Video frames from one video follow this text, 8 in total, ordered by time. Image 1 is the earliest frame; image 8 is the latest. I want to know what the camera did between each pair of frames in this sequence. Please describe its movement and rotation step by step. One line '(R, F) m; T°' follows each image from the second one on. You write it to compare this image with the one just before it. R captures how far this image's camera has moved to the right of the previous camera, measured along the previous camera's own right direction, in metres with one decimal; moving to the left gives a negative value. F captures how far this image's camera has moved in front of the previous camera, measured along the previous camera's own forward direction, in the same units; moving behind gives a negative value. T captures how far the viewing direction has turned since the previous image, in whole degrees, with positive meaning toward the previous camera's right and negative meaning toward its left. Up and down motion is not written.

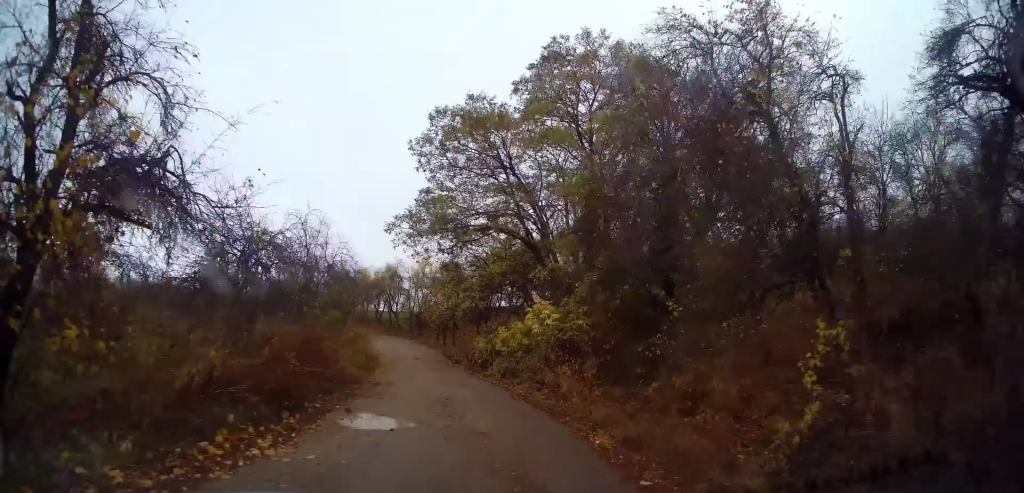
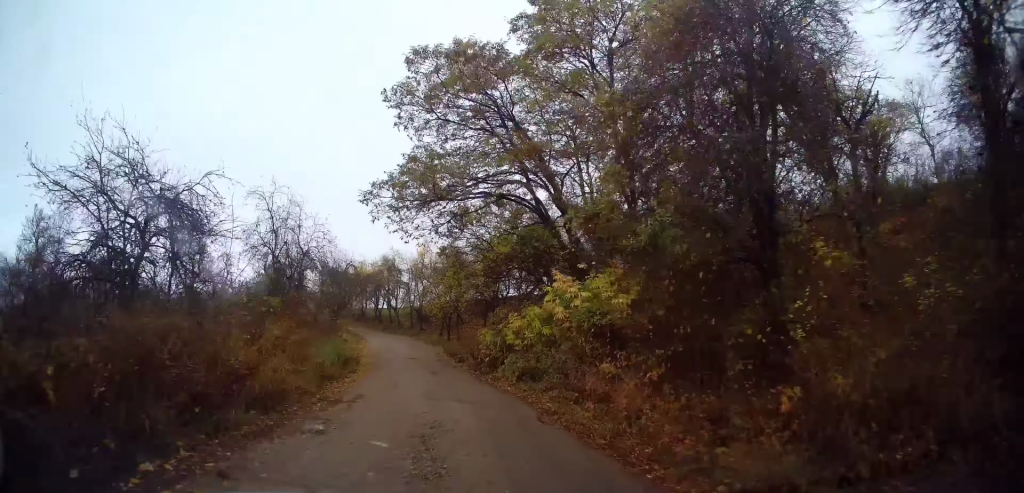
(+0.1, +4.7) m; -1°
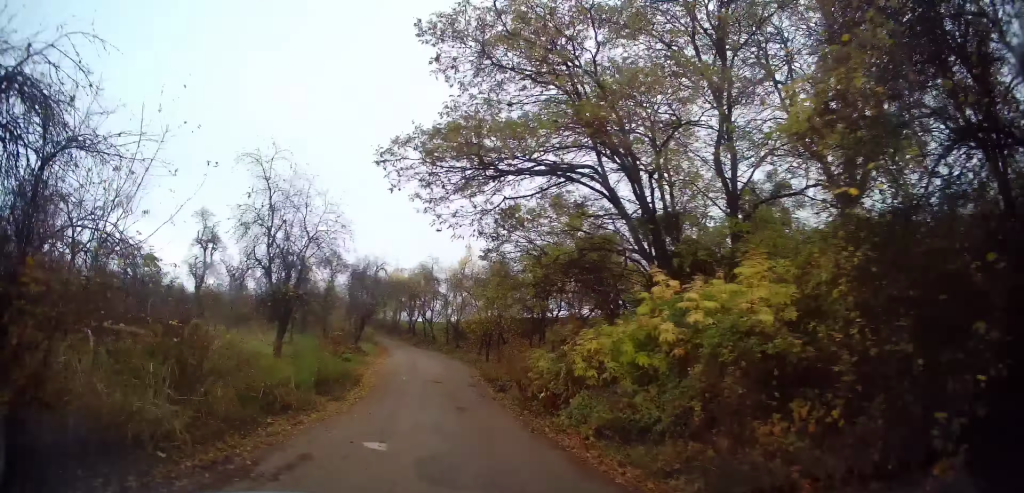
(-0.2, +5.6) m; -3°
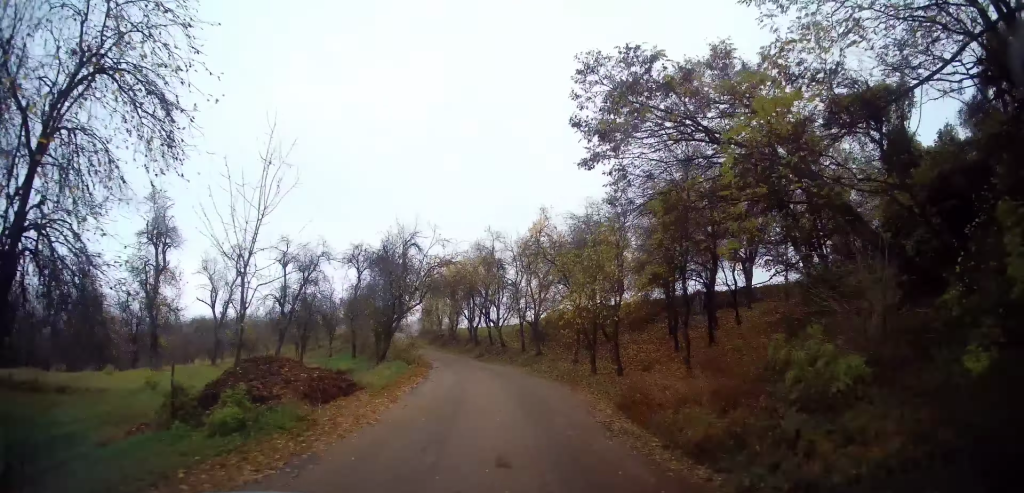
(-0.5, +14.8) m; -2°
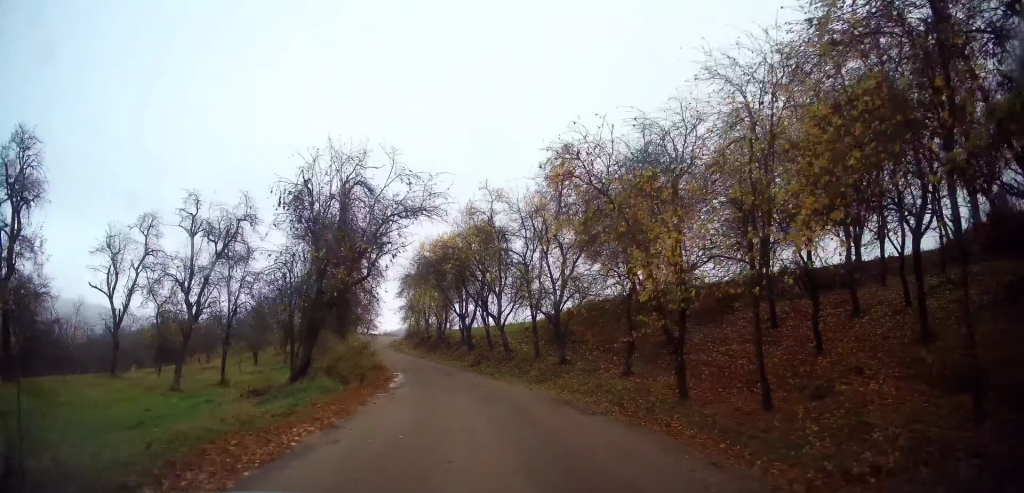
(+0.1, +9.9) m; -3°
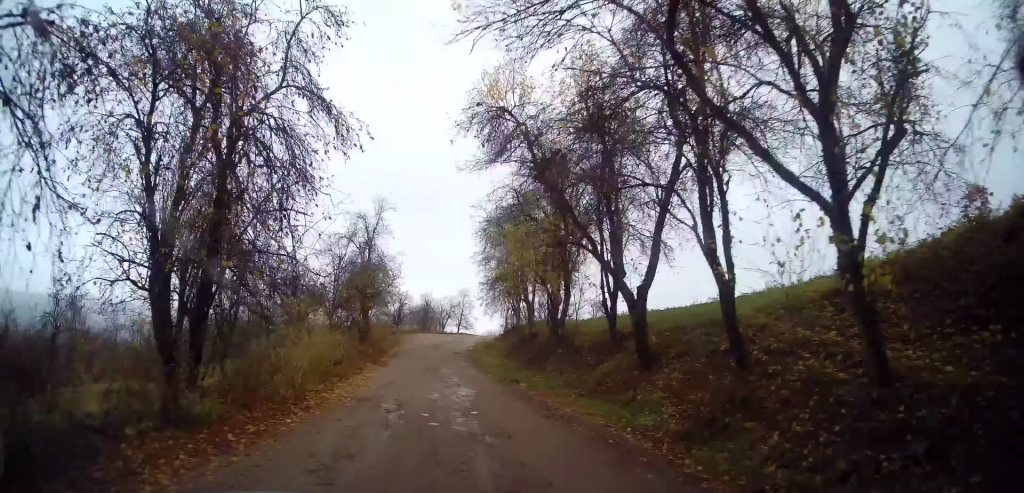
(-2.1, +19.6) m; -13°
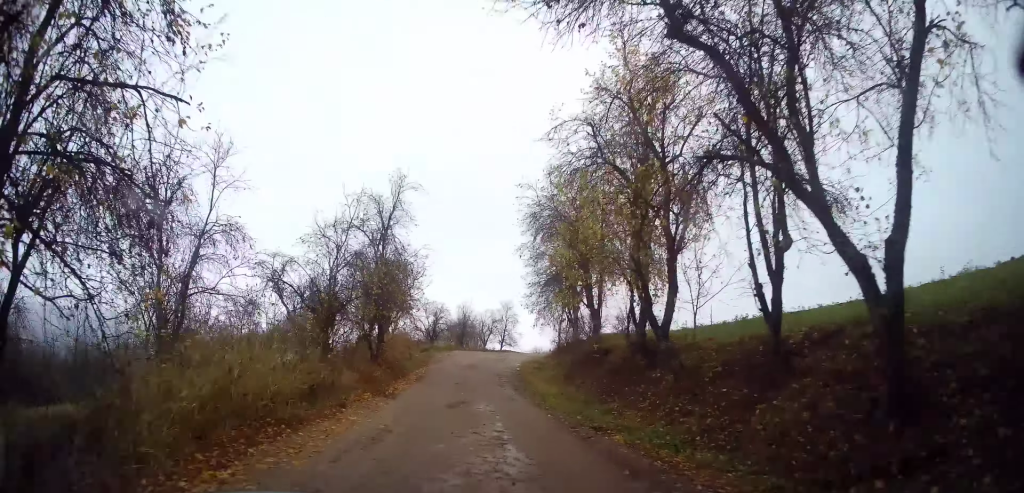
(-0.3, +5.9) m; -4°
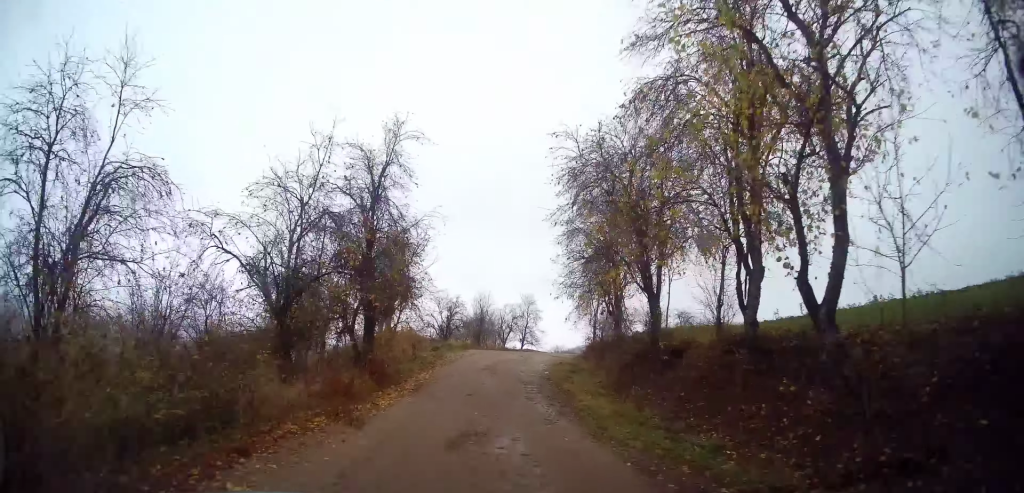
(-0.1, +4.4) m; -1°
